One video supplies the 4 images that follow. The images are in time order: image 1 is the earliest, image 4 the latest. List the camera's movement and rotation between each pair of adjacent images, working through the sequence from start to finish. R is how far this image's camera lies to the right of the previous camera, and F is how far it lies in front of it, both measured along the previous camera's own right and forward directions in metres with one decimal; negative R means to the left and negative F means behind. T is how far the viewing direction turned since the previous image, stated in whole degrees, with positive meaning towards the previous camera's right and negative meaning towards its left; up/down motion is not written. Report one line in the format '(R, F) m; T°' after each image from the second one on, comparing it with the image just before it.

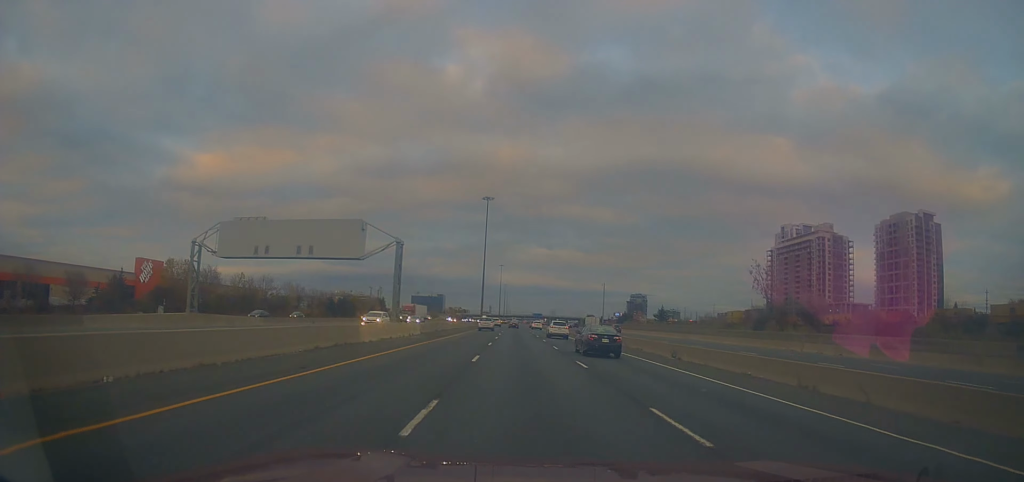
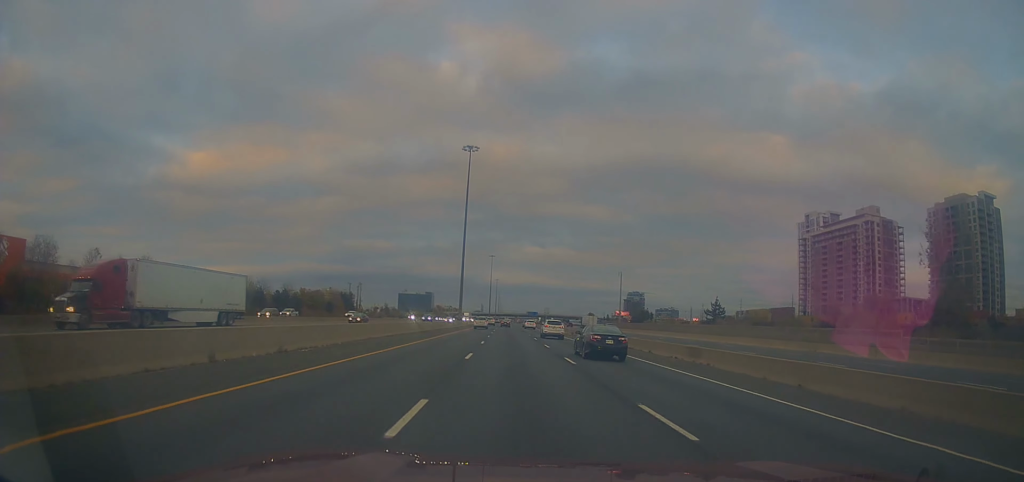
(+0.7, +48.3) m; 0°
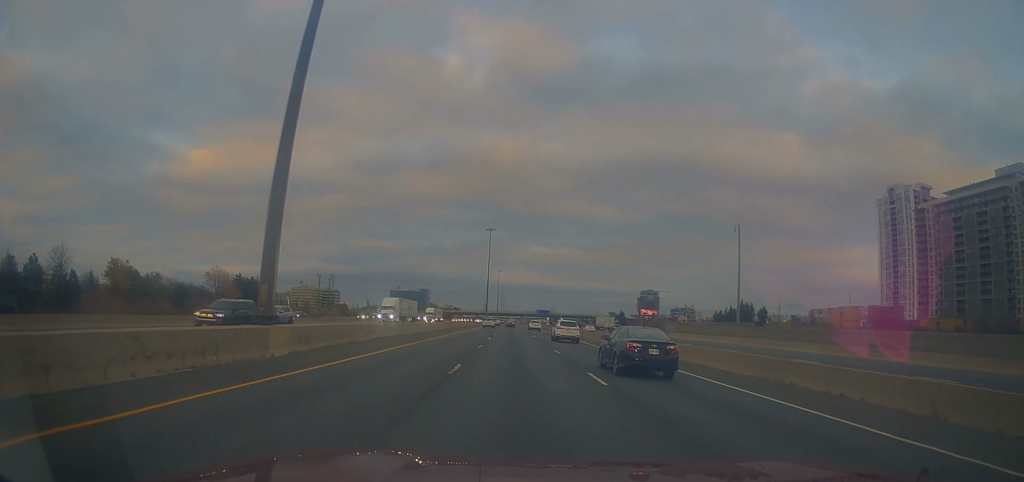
(-1.2, +91.9) m; 0°
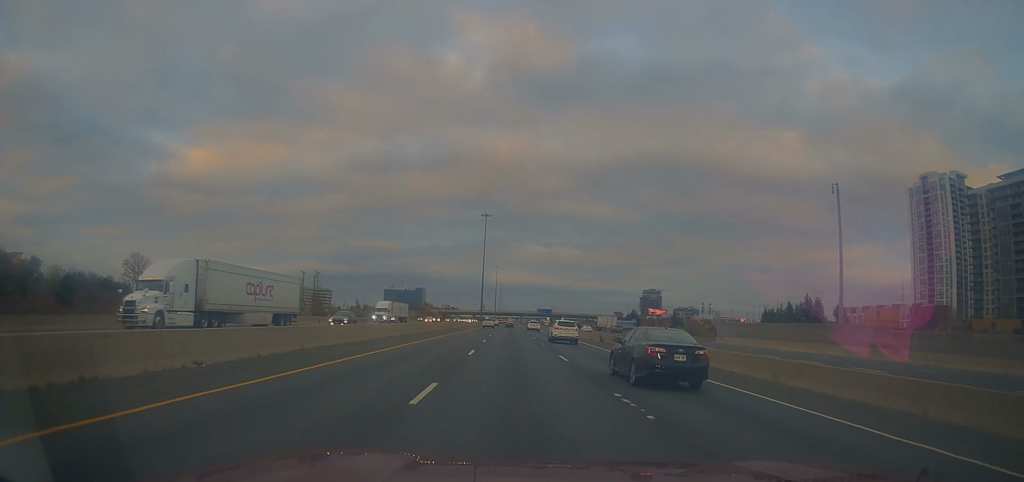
(+0.5, +30.7) m; +1°
